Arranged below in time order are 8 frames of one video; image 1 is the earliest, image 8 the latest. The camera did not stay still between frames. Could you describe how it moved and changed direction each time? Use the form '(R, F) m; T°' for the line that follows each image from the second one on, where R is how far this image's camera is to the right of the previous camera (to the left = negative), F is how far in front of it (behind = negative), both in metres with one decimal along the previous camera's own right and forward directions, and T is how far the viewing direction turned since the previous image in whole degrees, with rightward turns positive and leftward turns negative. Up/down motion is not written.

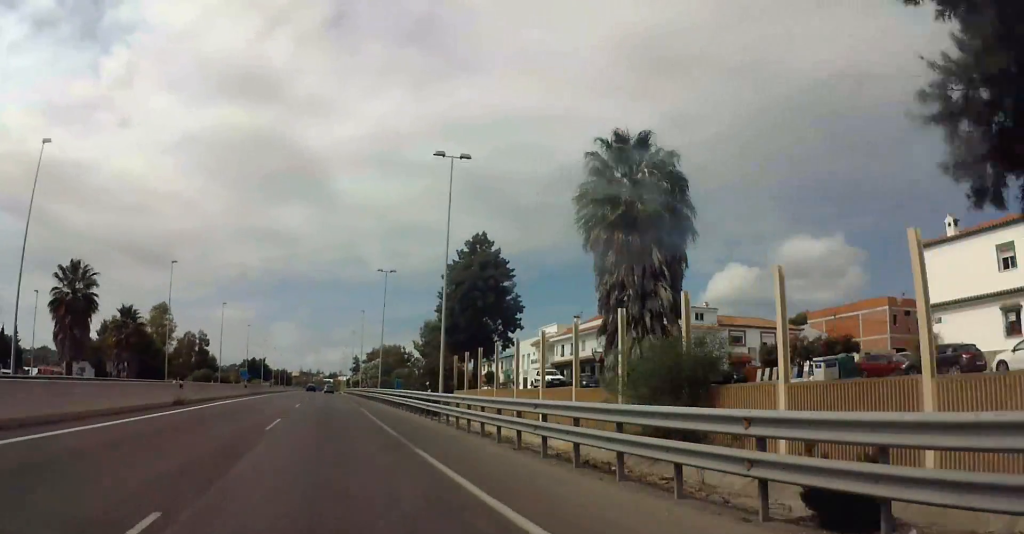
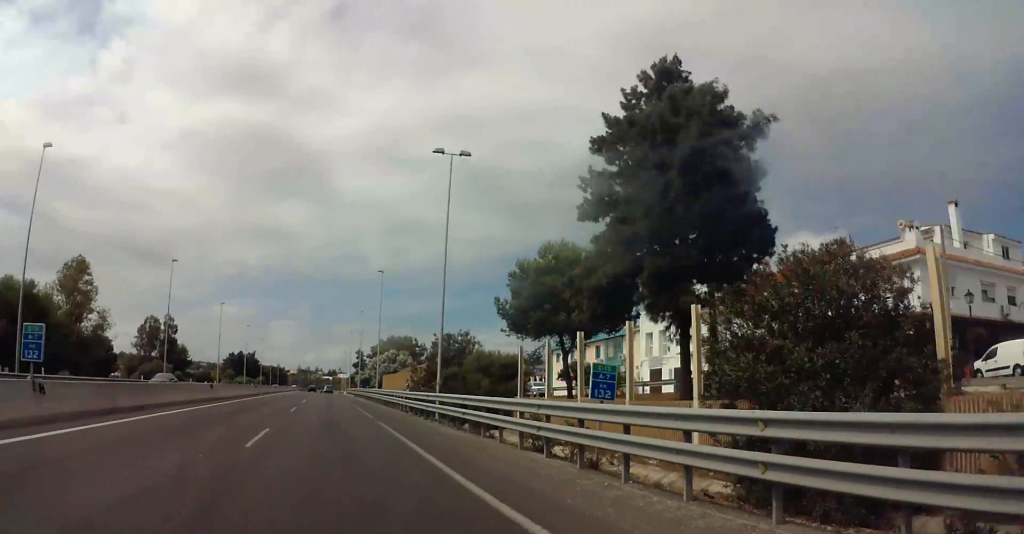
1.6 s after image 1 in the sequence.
(+0.4, +39.2) m; +1°
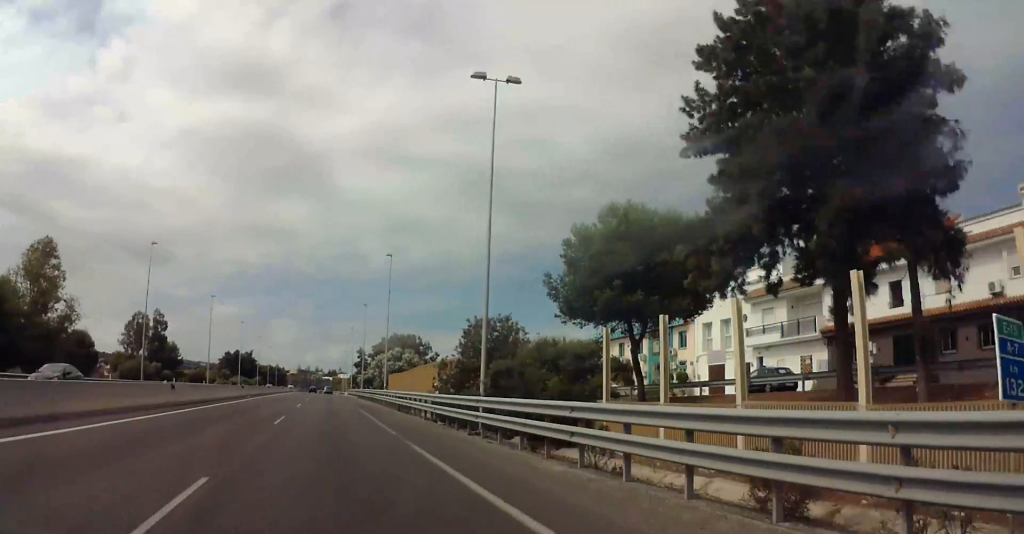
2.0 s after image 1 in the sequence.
(+0.3, +11.0) m; 0°
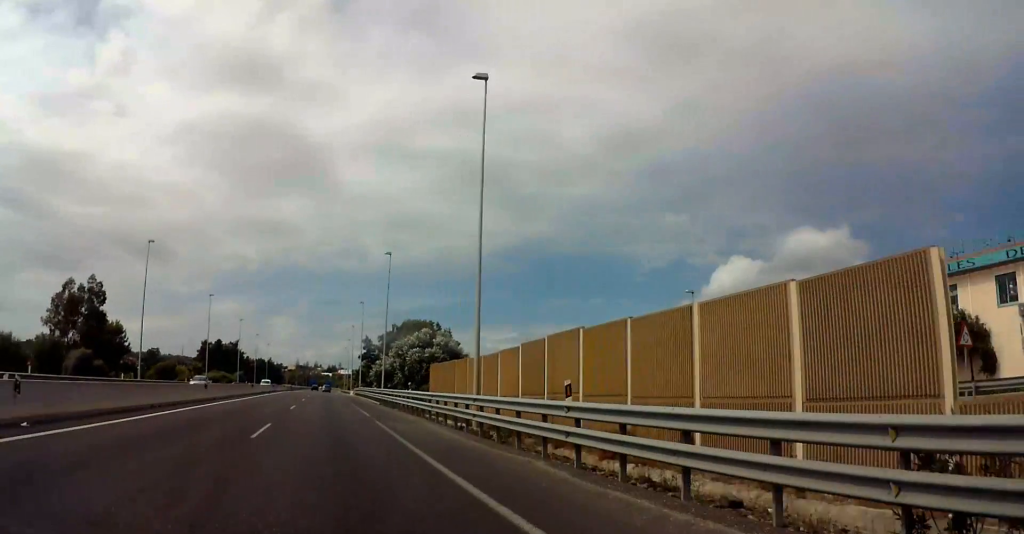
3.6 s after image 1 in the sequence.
(-0.5, +40.0) m; 0°
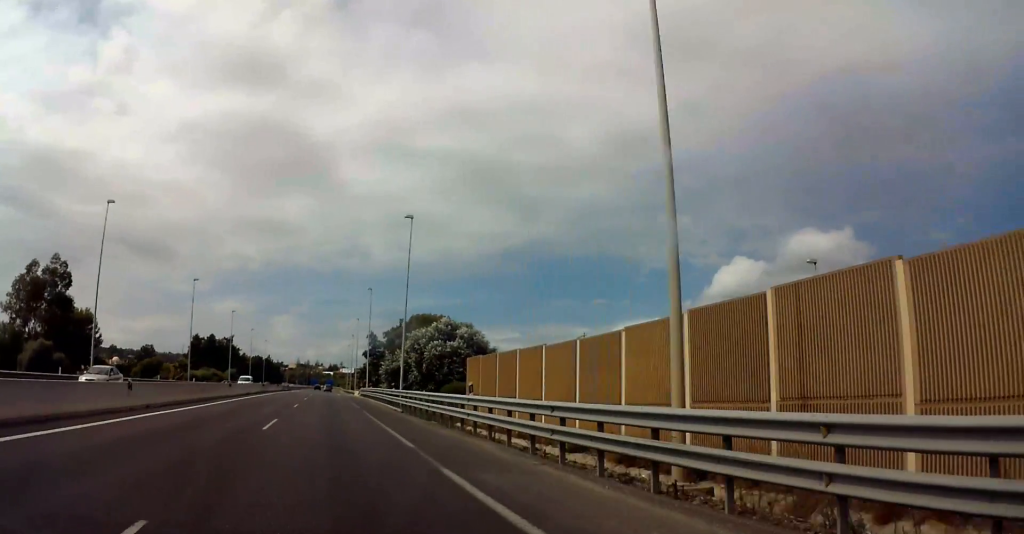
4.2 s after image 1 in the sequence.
(+0.2, +14.0) m; 0°
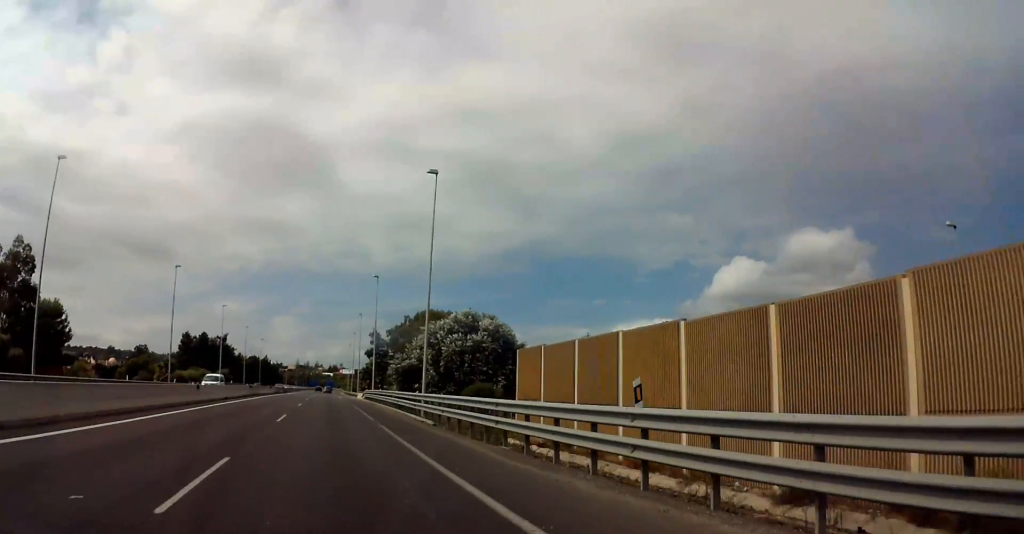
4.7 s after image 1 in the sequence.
(-0.3, +13.0) m; 0°
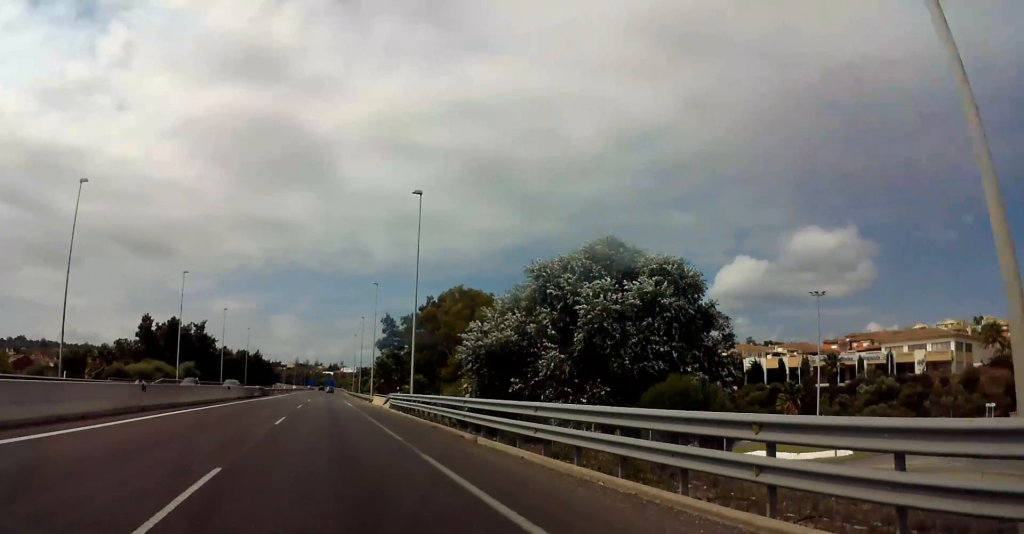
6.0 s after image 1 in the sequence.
(+0.5, +34.1) m; 0°
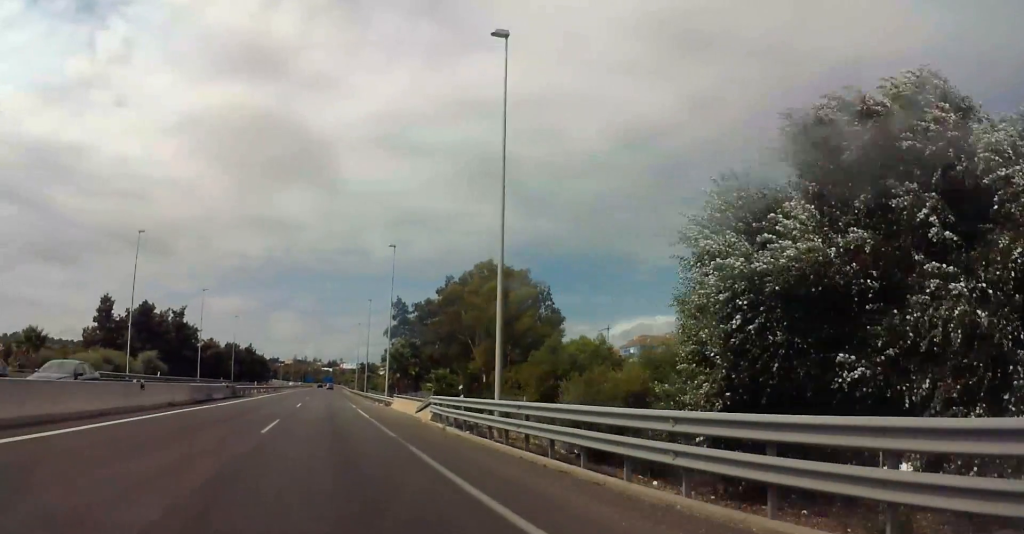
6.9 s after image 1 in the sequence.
(-0.6, +22.1) m; 0°
